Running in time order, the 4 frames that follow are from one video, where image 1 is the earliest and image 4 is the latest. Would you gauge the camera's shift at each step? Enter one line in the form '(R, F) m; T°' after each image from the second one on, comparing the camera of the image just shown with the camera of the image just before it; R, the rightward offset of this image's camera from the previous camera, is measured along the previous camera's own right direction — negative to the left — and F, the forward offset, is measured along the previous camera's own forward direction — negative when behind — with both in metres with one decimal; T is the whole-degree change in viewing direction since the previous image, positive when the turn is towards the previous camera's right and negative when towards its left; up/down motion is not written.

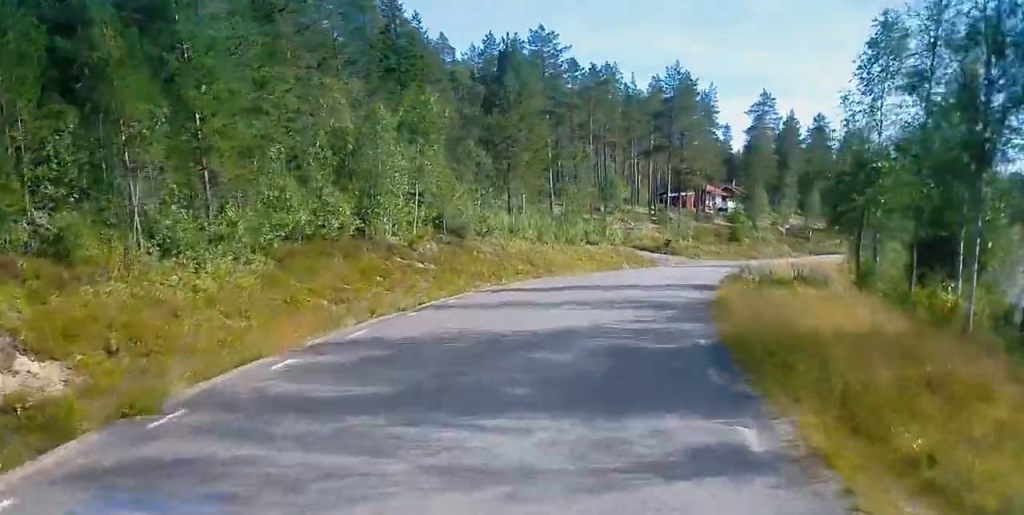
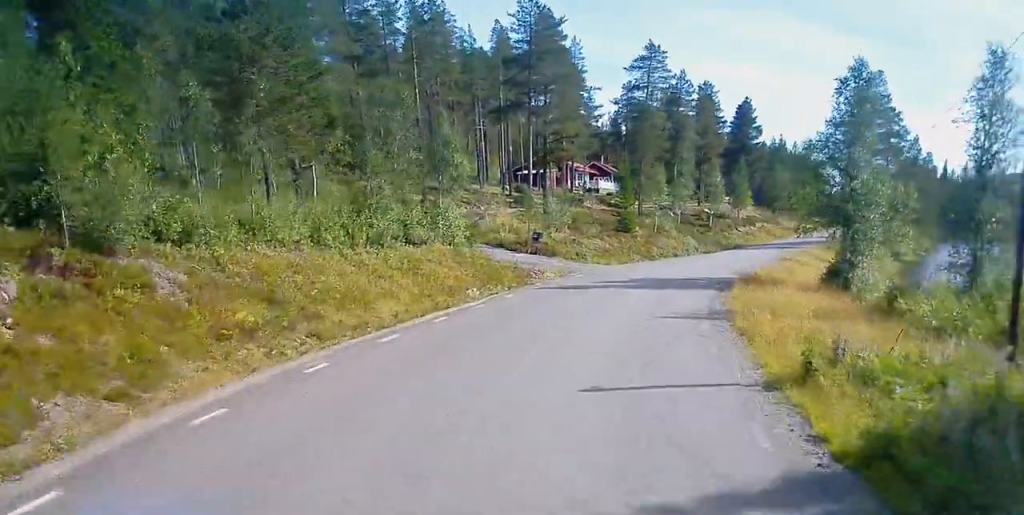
(0.0, +19.7) m; 0°
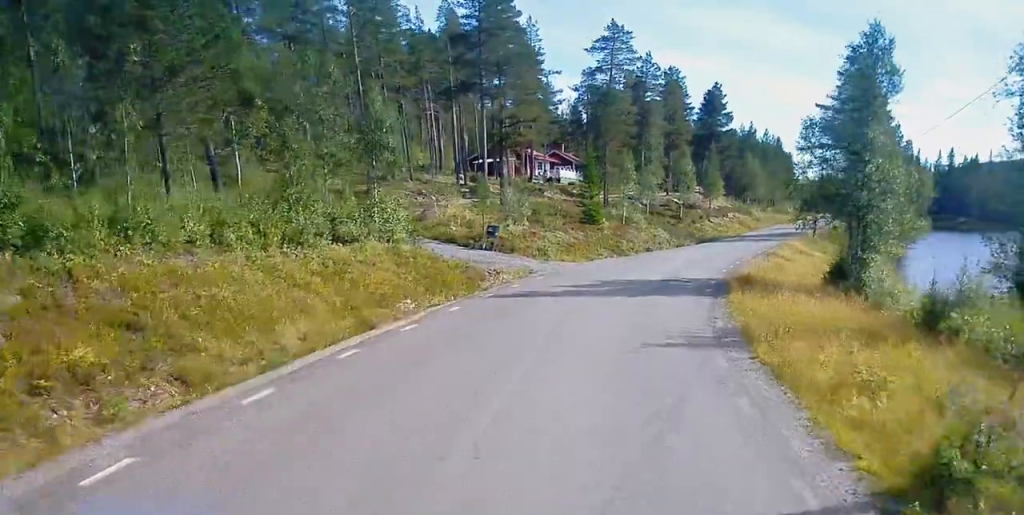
(0.0, +4.8) m; 0°
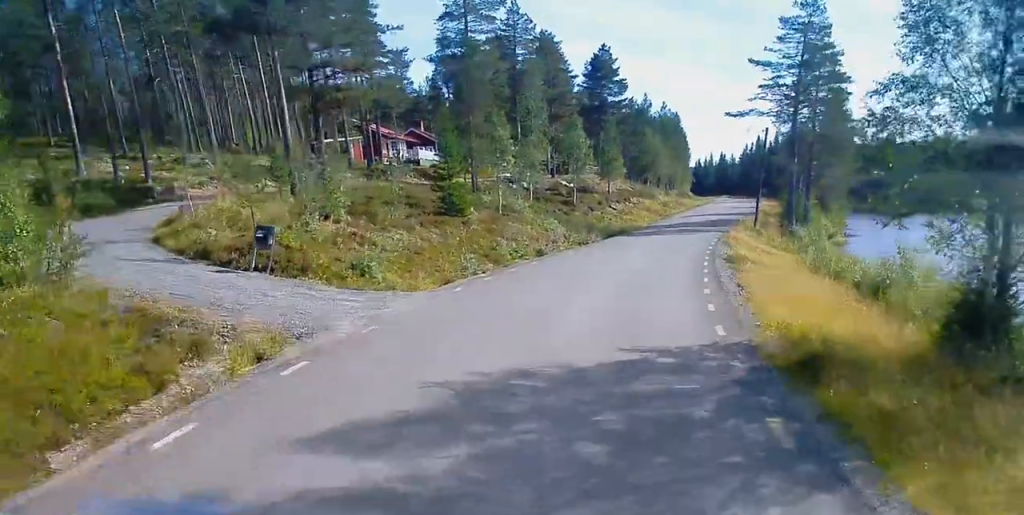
(0.0, +16.1) m; 0°
